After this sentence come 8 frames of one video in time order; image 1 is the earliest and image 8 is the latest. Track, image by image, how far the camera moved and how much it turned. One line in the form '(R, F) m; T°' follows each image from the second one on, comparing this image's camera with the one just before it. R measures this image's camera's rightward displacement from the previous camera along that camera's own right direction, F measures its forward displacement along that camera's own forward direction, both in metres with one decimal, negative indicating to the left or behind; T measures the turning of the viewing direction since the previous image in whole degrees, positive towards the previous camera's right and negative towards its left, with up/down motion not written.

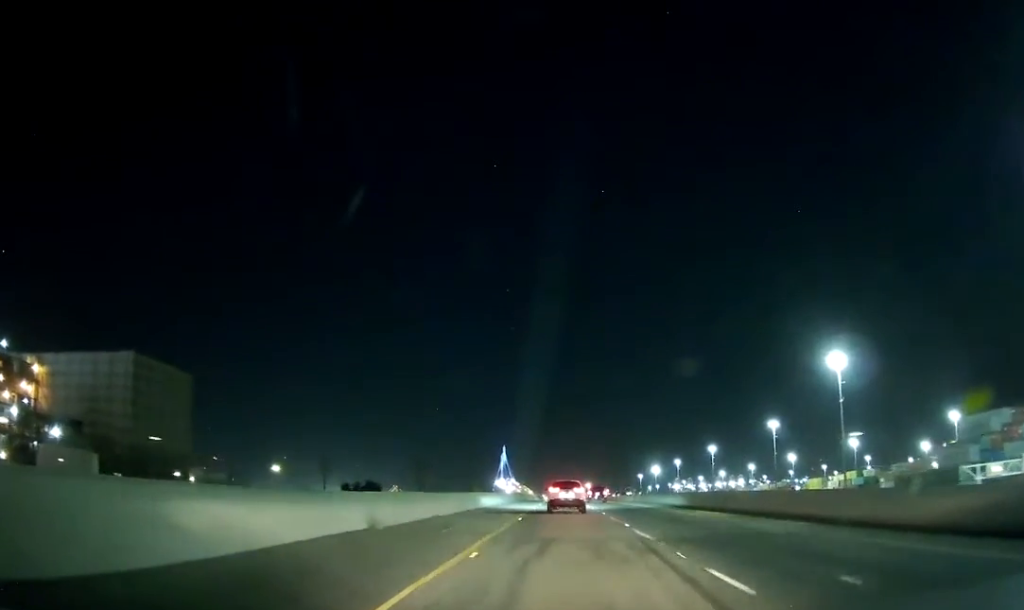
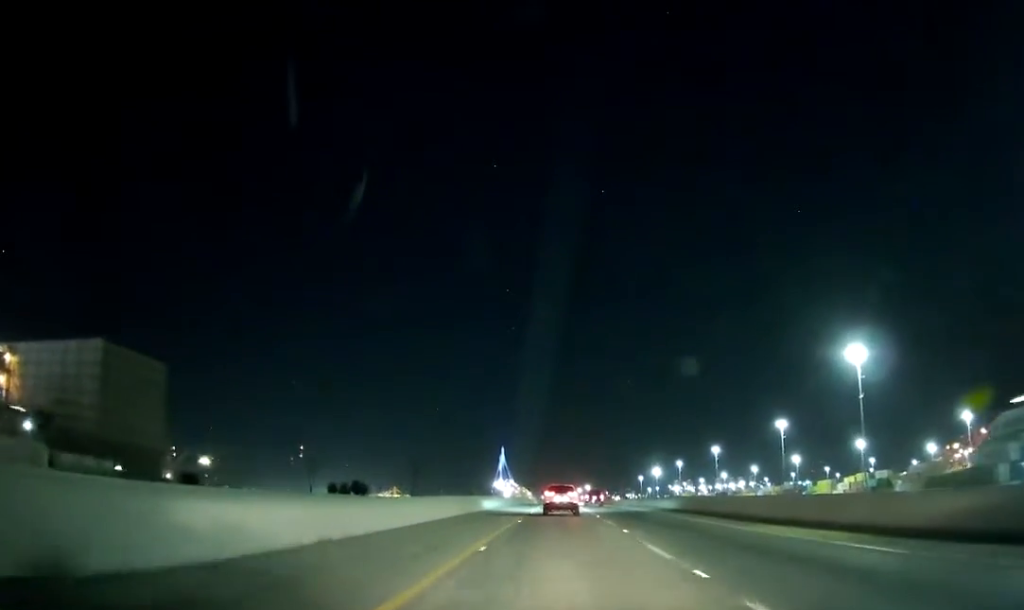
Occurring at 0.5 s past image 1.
(0.0, +12.5) m; 0°
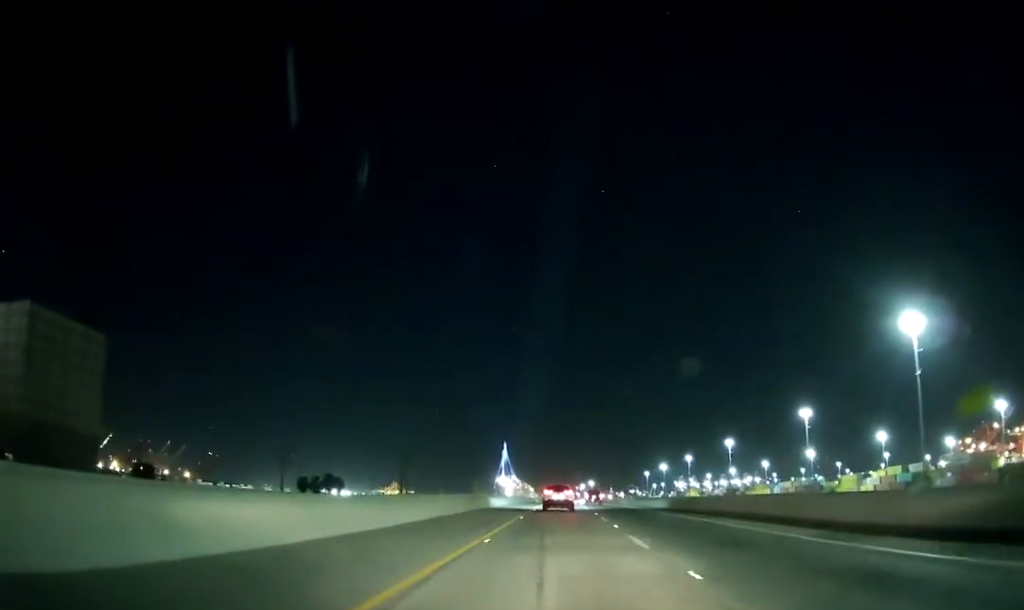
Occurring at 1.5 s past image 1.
(+0.1, +27.3) m; 0°
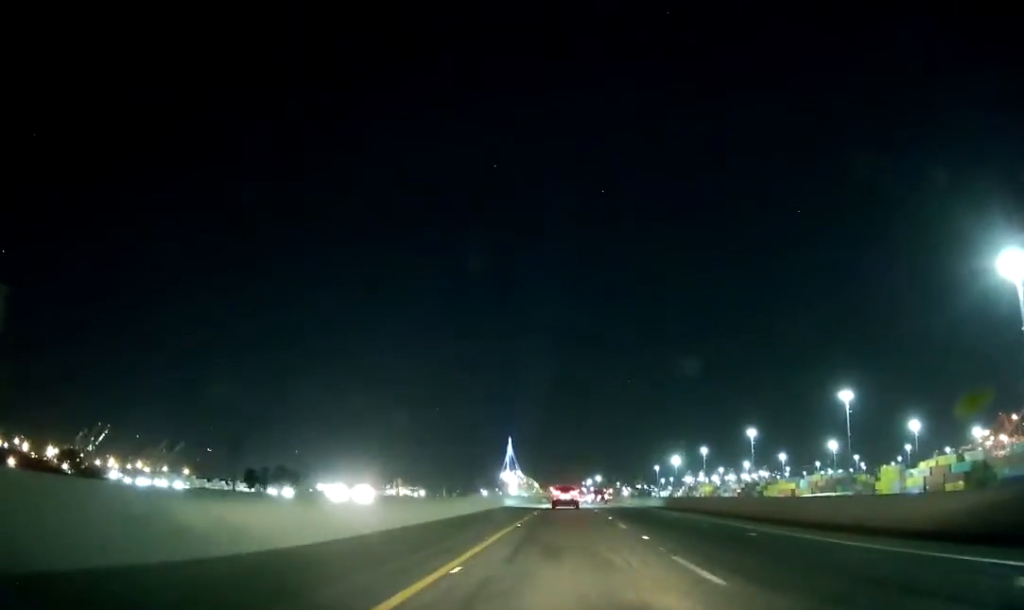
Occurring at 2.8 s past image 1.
(+0.1, +35.3) m; 0°
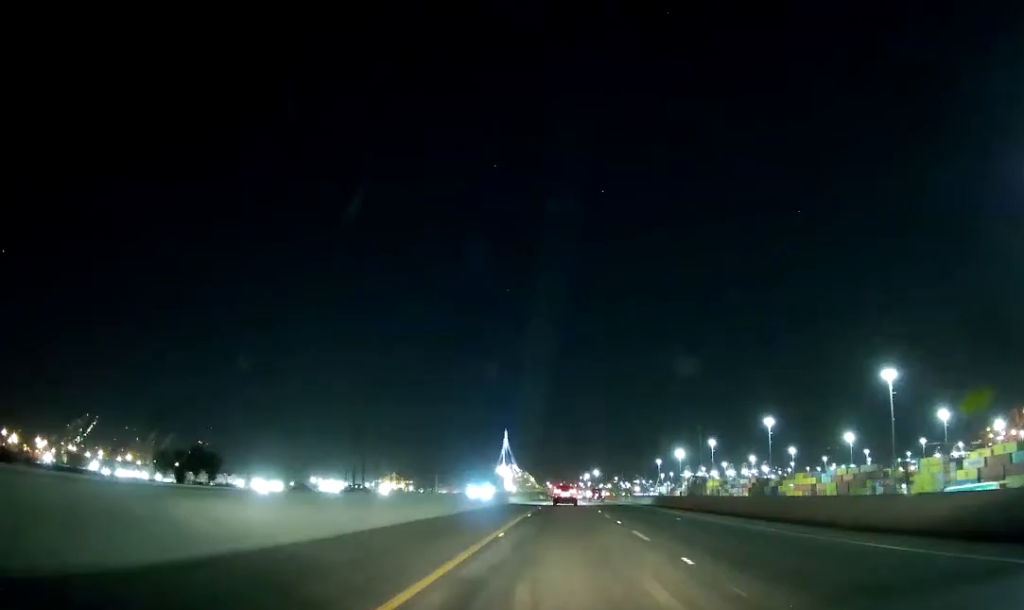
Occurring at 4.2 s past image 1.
(-0.4, +35.5) m; -1°
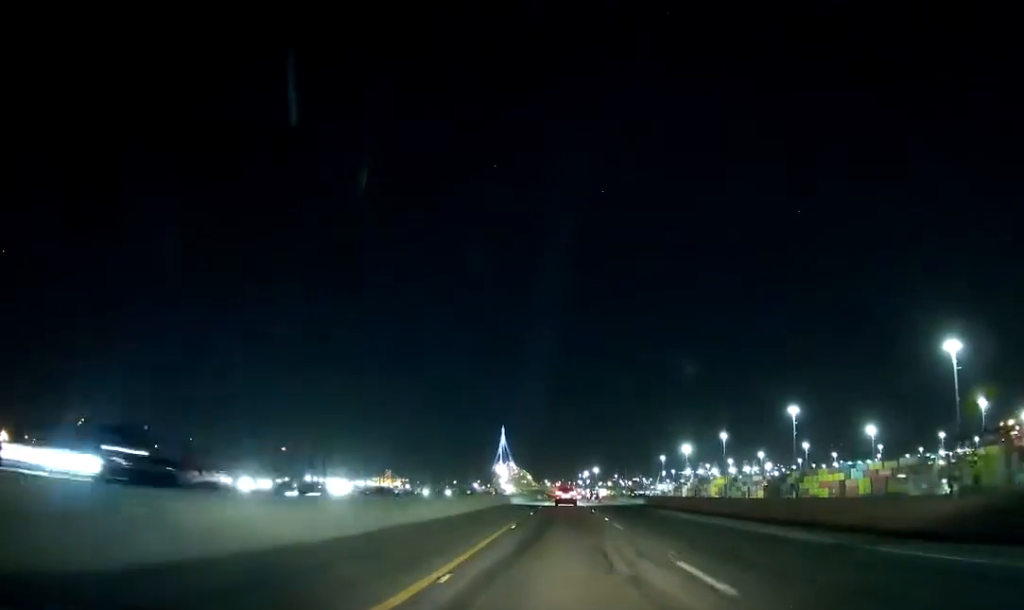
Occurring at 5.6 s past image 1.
(+0.4, +38.6) m; +1°
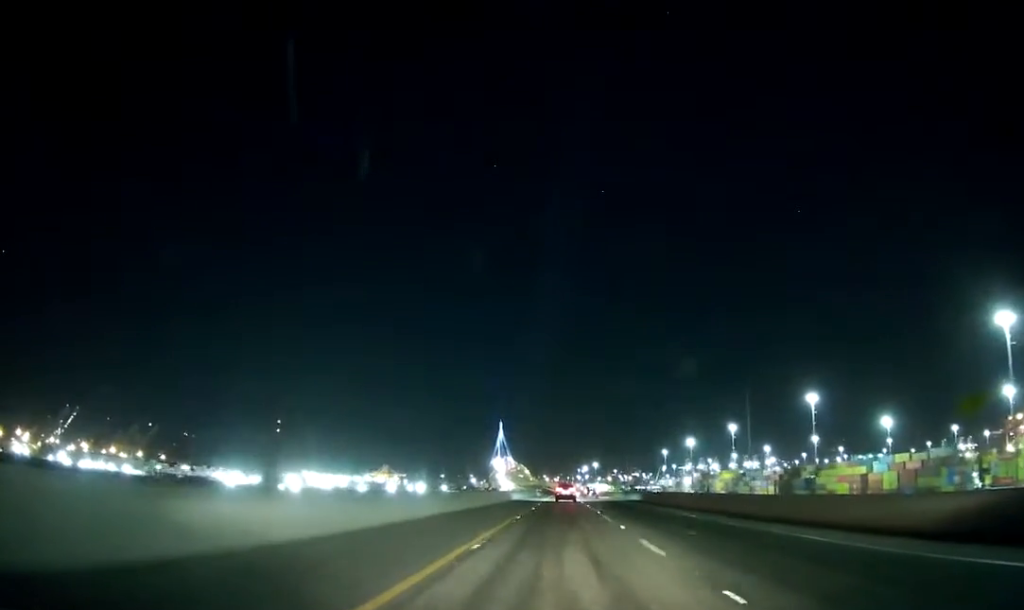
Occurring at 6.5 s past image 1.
(+0.1, +23.7) m; 0°
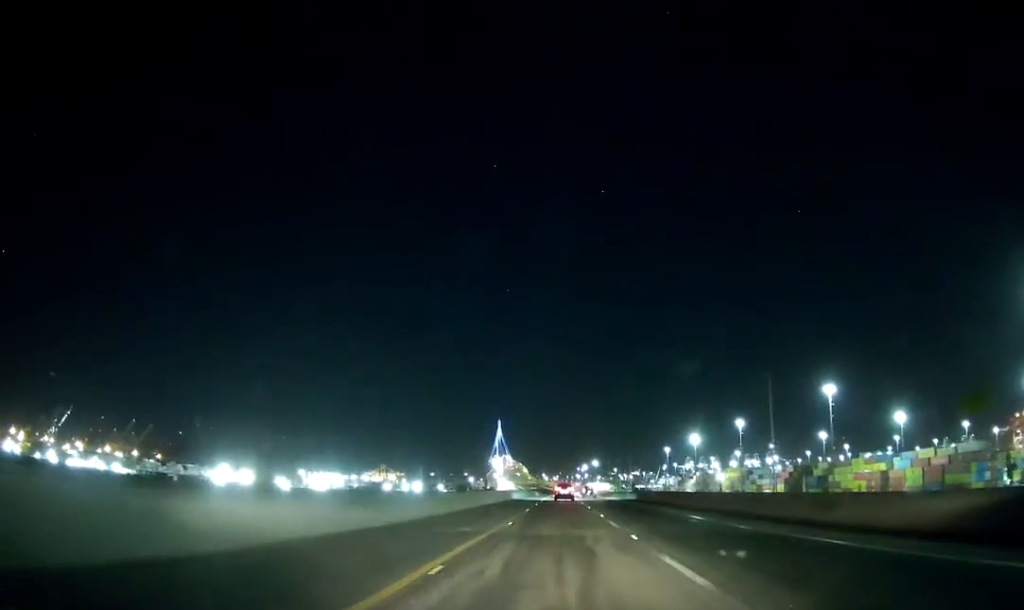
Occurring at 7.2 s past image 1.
(0.0, +19.4) m; 0°
